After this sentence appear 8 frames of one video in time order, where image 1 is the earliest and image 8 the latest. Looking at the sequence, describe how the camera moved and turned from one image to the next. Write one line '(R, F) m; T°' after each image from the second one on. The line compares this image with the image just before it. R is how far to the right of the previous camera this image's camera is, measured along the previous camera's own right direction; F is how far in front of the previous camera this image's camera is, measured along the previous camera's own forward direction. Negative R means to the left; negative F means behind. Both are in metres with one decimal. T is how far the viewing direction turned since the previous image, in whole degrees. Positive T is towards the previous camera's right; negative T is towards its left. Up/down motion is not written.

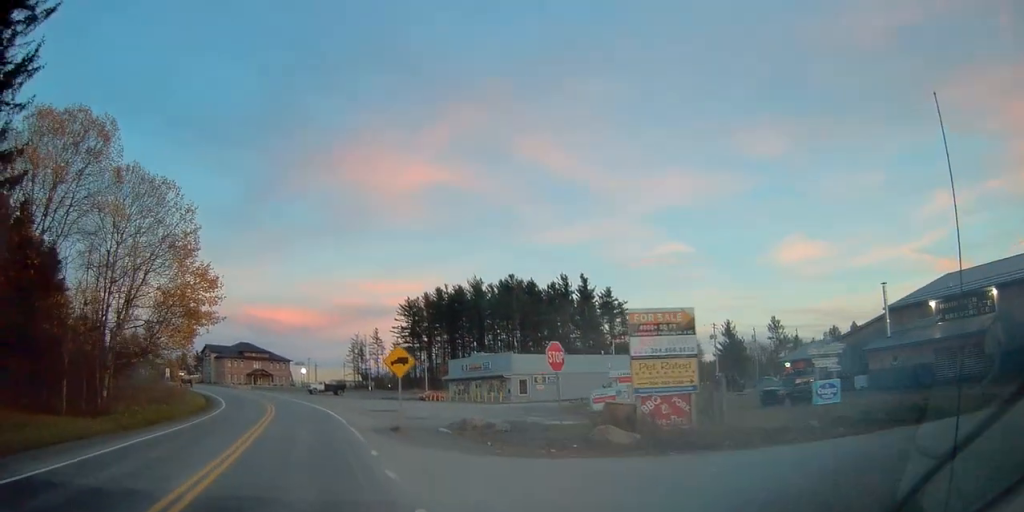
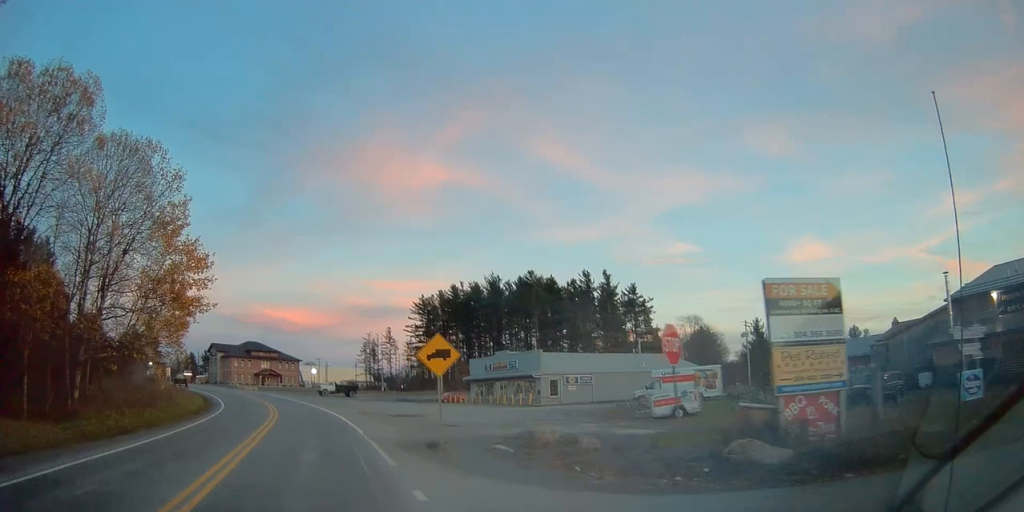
(-0.1, +5.7) m; -1°
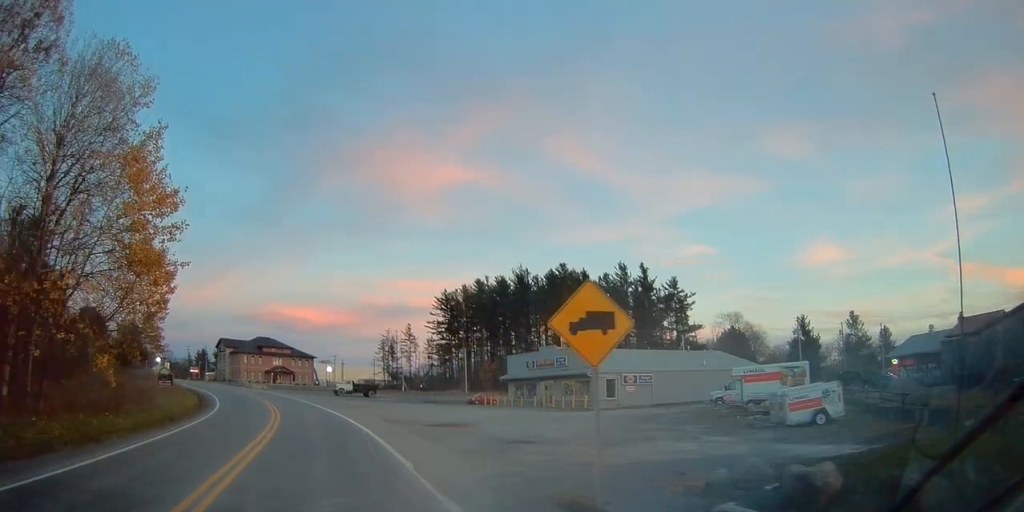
(0.0, +9.0) m; -1°
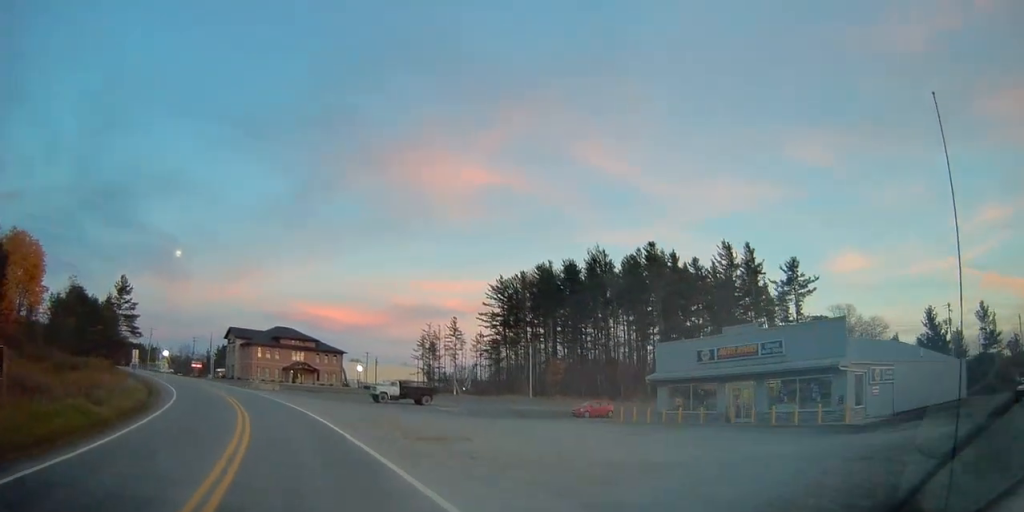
(-1.0, +25.0) m; -5°
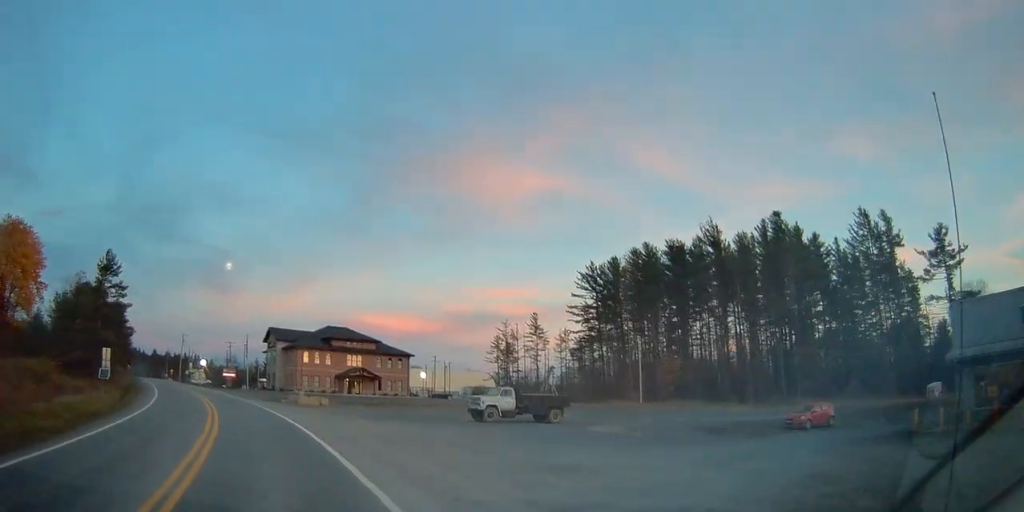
(-0.6, +20.2) m; -5°
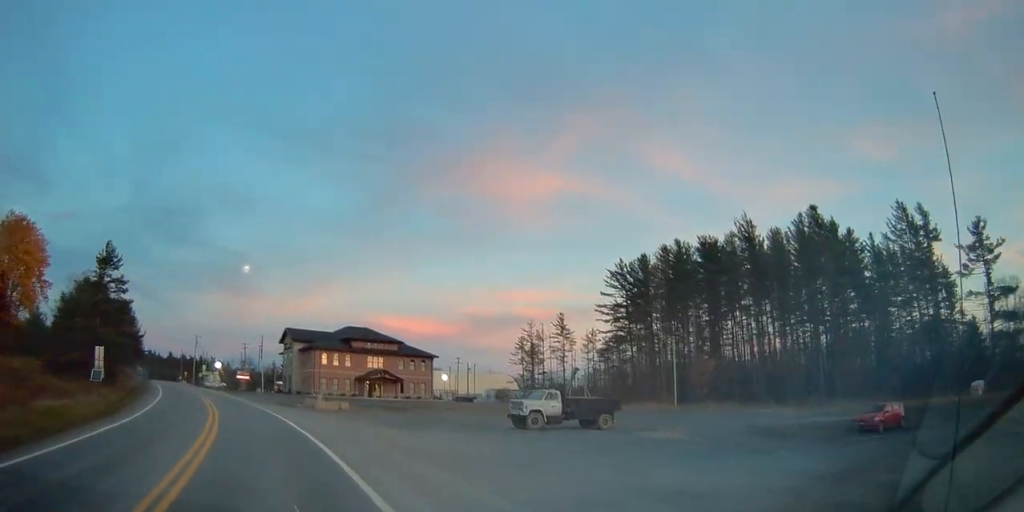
(-0.1, +4.4) m; -2°
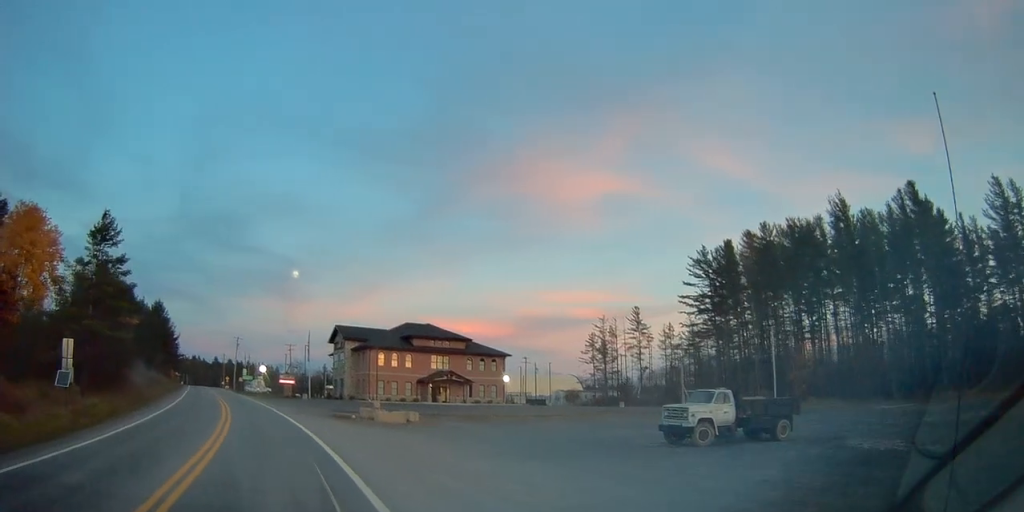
(-0.4, +10.9) m; -5°
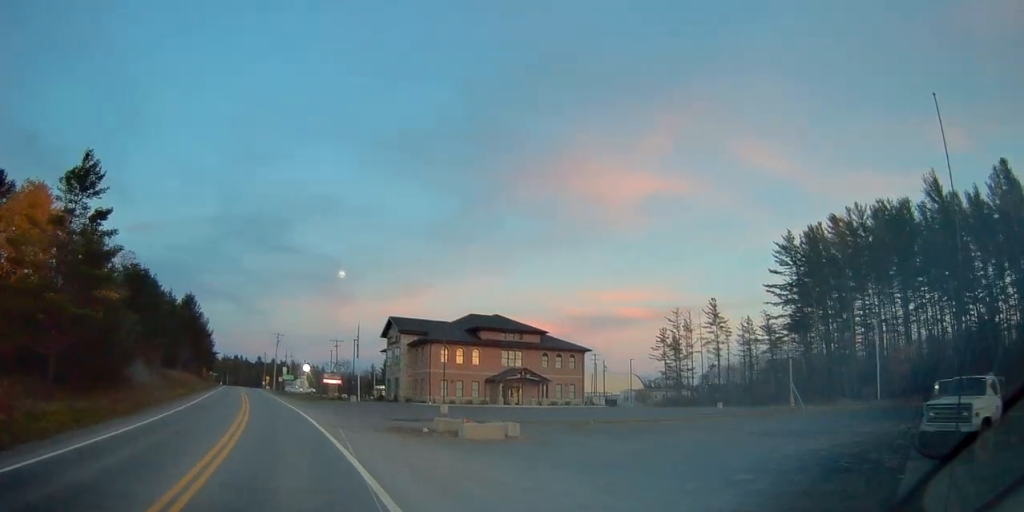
(-0.4, +10.6) m; -5°
